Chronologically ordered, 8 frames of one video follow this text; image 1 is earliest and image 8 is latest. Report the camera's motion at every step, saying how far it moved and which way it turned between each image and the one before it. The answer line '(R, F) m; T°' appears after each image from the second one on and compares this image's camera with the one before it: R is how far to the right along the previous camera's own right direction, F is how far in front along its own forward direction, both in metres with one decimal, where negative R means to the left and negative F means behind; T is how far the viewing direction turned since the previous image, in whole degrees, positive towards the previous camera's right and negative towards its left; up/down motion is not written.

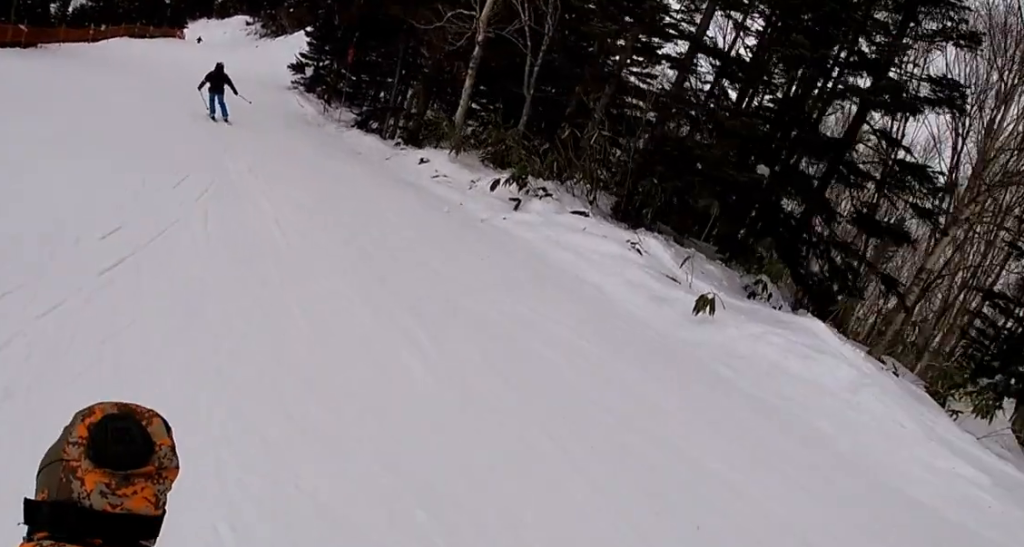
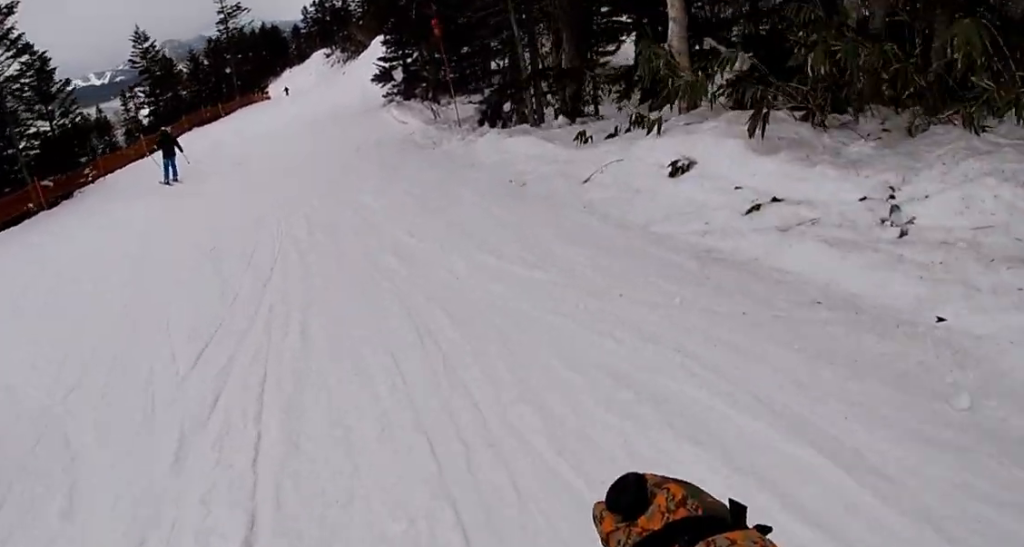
(-0.4, +7.3) m; -12°
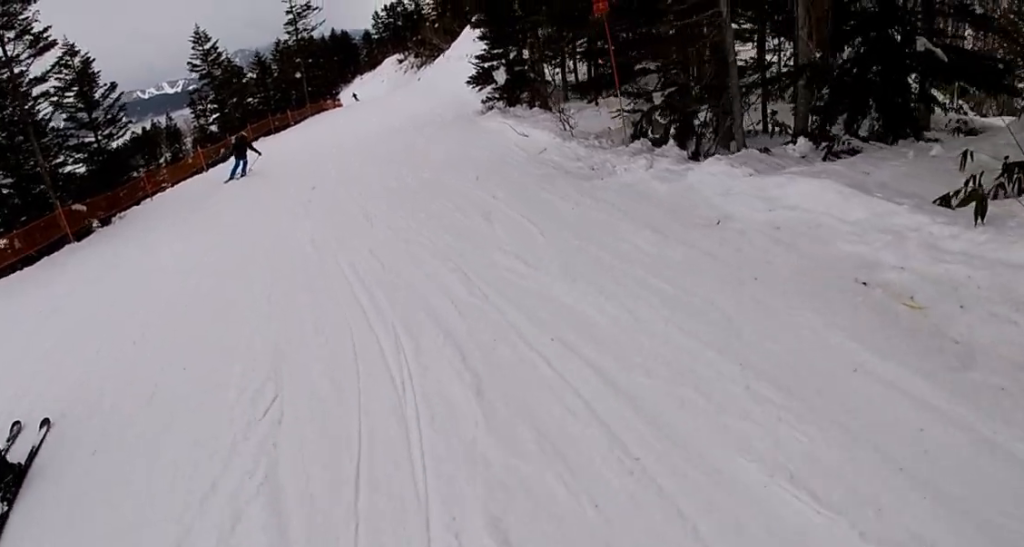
(-0.8, +4.7) m; +1°
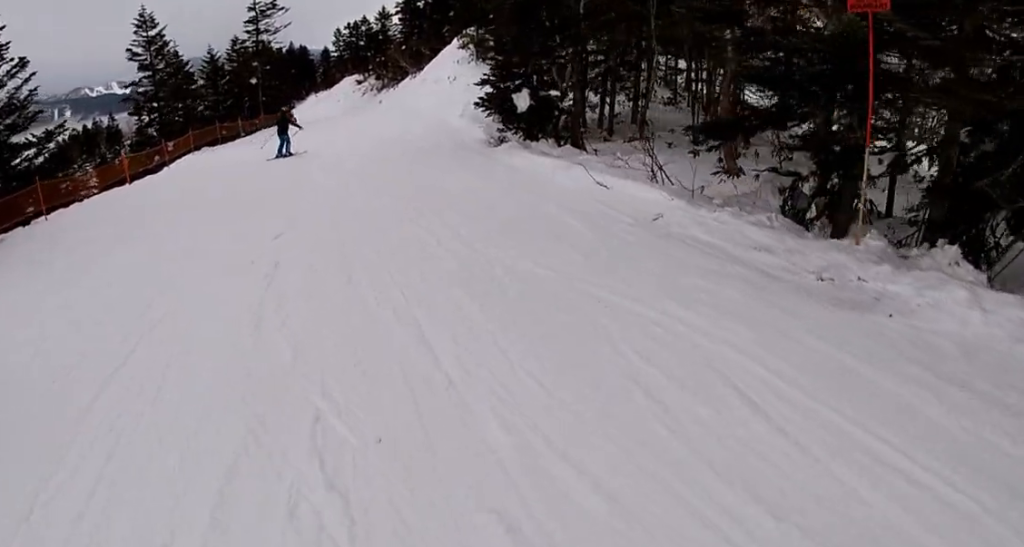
(+0.6, +5.3) m; +24°
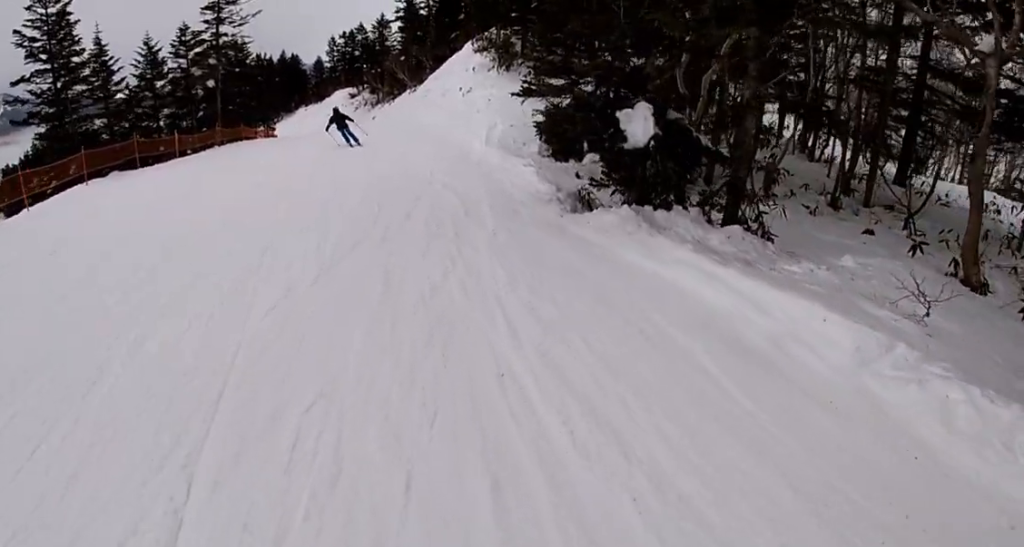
(+1.1, +8.2) m; -7°
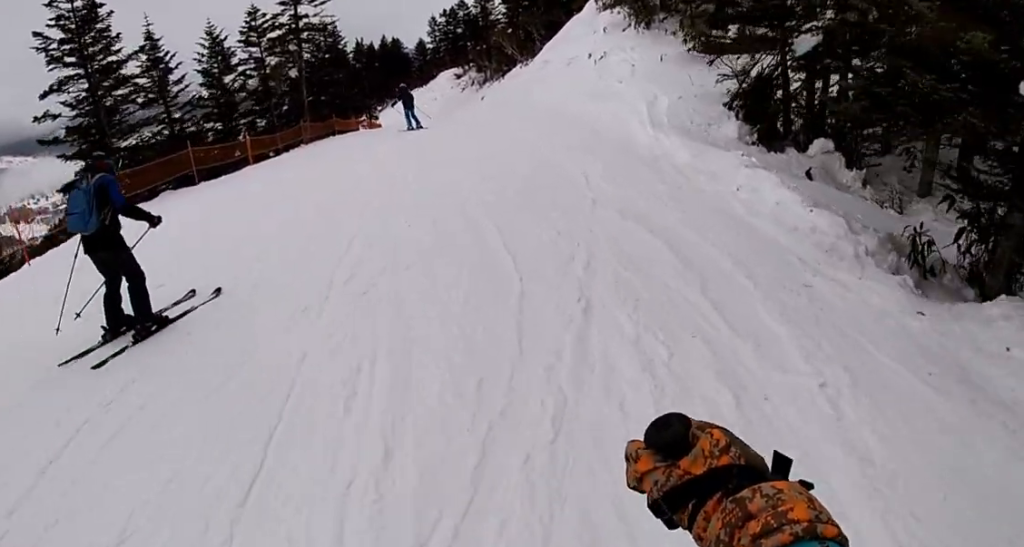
(-0.9, +4.7) m; -10°
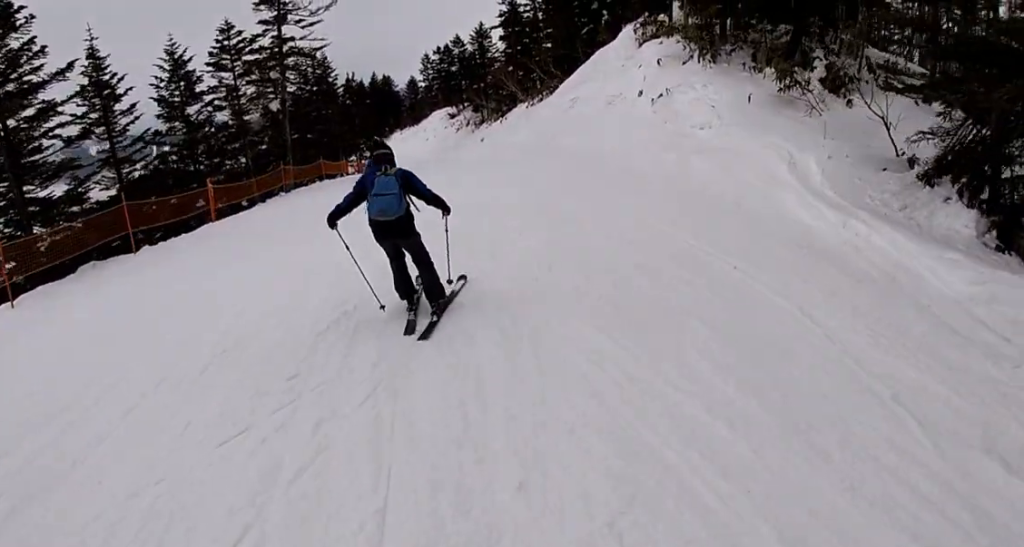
(0.0, +4.7) m; 0°
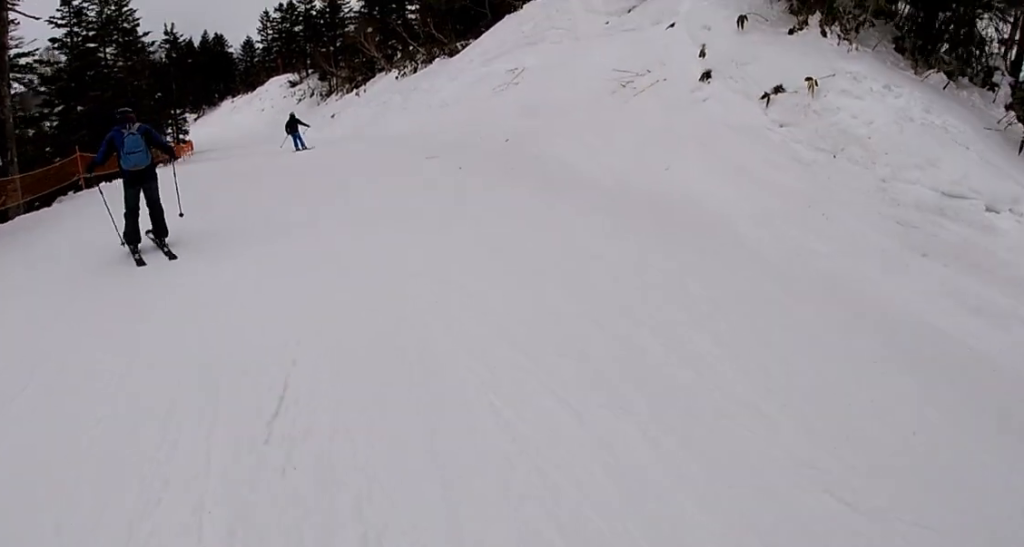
(+0.6, +9.8) m; +6°
